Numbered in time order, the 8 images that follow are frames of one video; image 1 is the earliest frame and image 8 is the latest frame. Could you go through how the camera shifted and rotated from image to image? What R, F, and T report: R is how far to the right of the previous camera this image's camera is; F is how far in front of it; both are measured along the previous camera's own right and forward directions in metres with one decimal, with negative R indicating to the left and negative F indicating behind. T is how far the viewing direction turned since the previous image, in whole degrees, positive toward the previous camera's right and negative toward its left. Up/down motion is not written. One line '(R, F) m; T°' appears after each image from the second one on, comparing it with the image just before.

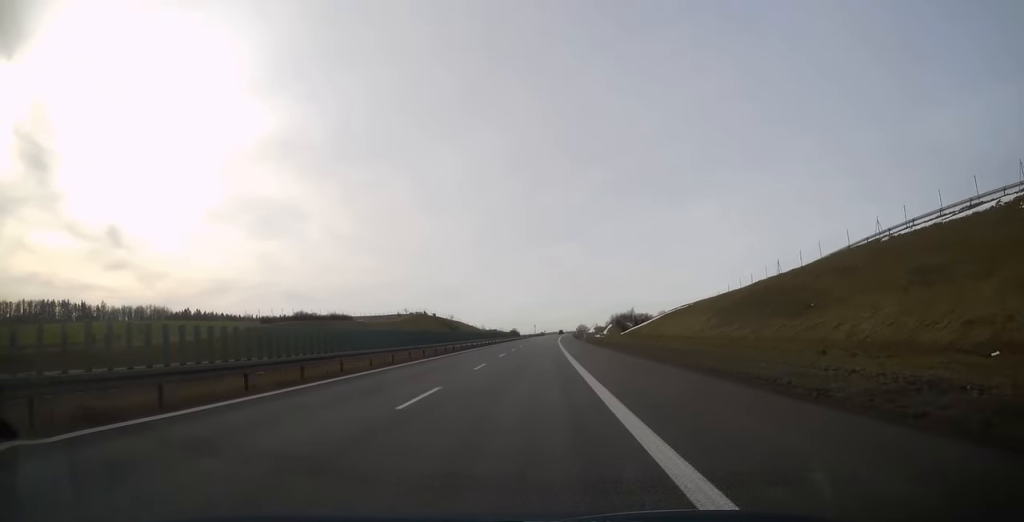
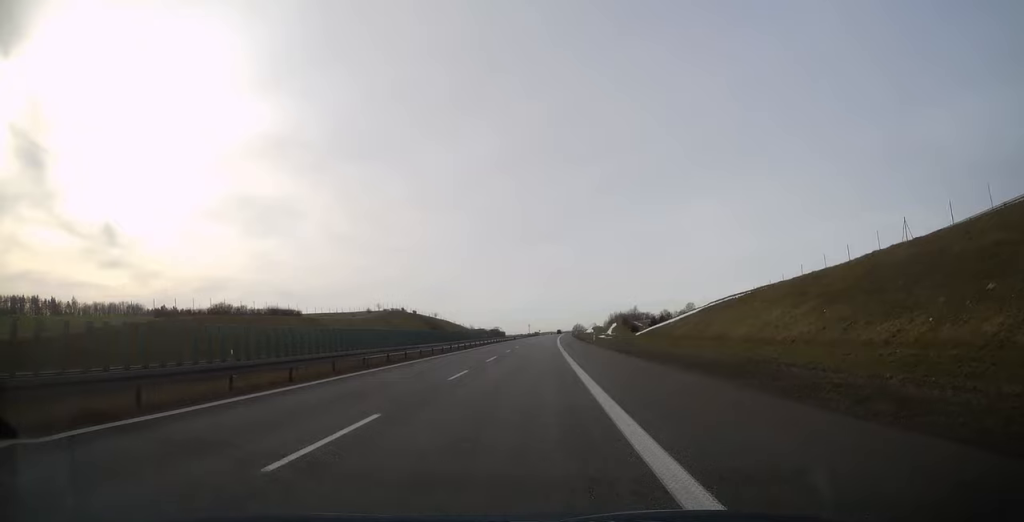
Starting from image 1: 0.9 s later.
(+0.1, +28.5) m; 0°
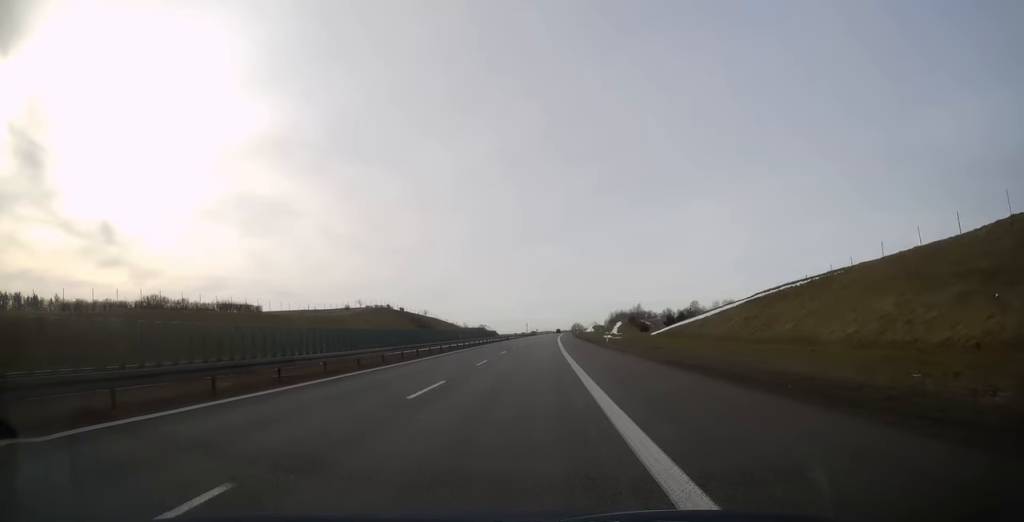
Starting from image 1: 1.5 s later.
(0.0, +16.8) m; 0°
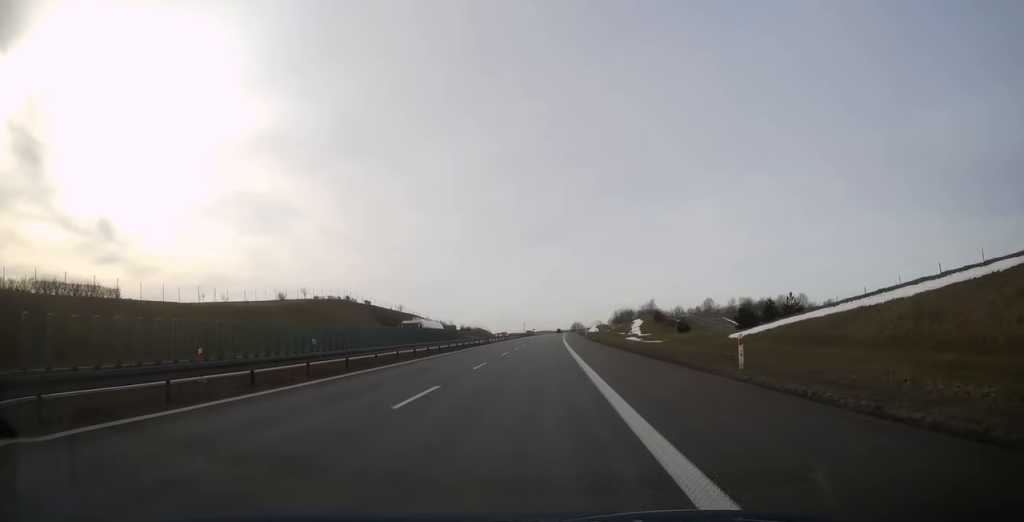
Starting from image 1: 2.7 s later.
(+0.1, +38.2) m; +1°
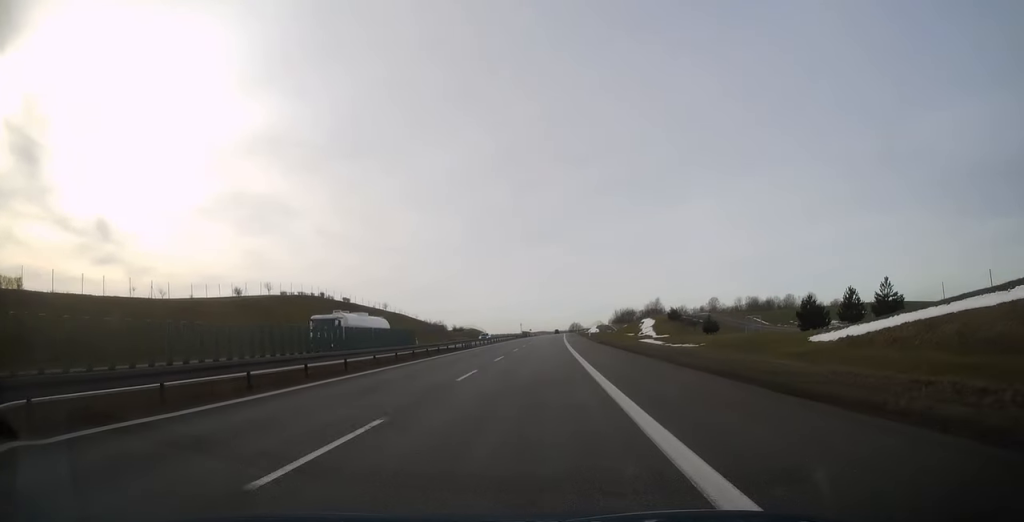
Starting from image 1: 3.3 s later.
(0.0, +16.3) m; 0°
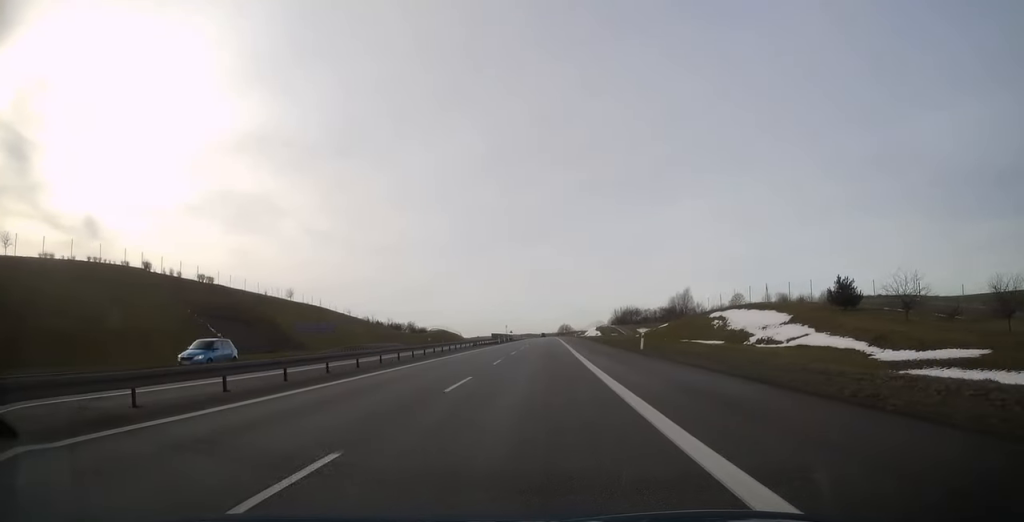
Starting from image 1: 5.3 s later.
(+0.4, +62.0) m; +1°
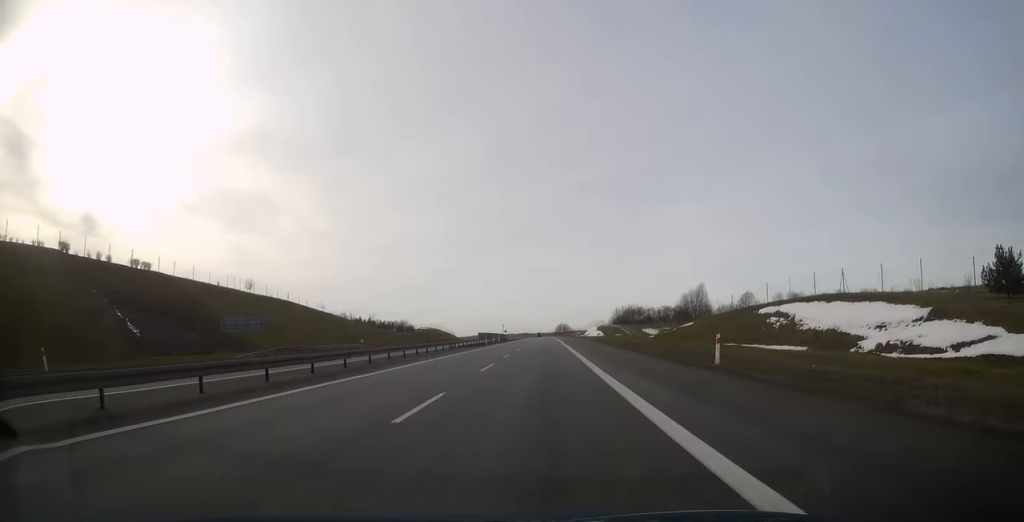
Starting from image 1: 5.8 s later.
(+0.3, +16.7) m; 0°
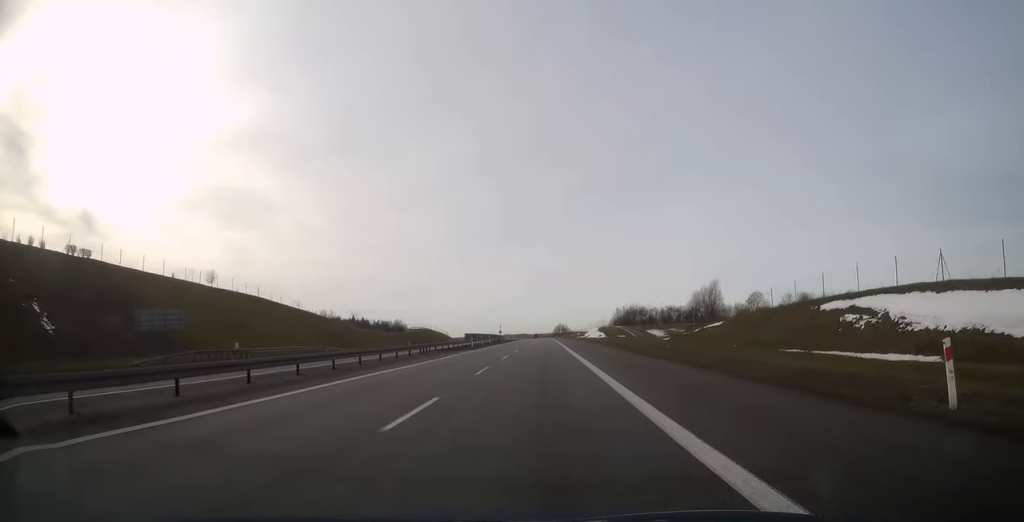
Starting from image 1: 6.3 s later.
(+0.1, +12.7) m; 0°
